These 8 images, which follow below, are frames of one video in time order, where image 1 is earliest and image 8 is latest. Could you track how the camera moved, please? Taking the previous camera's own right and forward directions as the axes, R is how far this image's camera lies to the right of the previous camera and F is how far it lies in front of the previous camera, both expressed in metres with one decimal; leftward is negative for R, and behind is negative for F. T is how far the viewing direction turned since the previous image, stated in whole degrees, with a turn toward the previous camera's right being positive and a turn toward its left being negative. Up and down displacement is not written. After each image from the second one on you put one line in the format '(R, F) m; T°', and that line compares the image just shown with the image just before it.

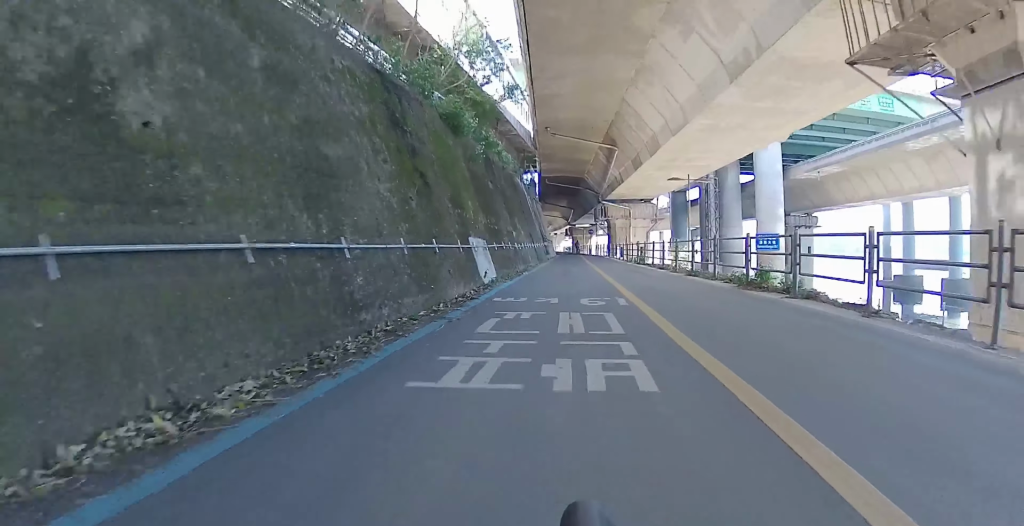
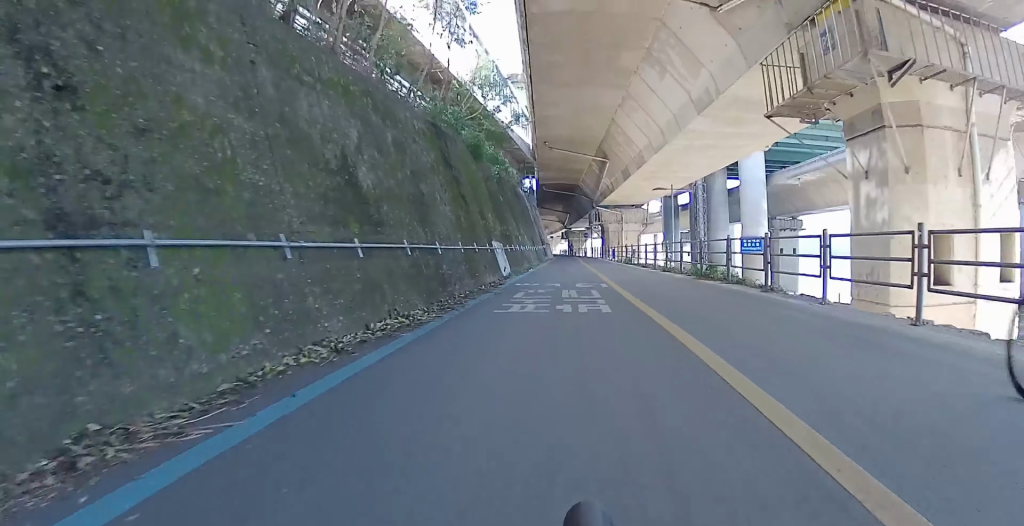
(0.0, +4.5) m; 0°
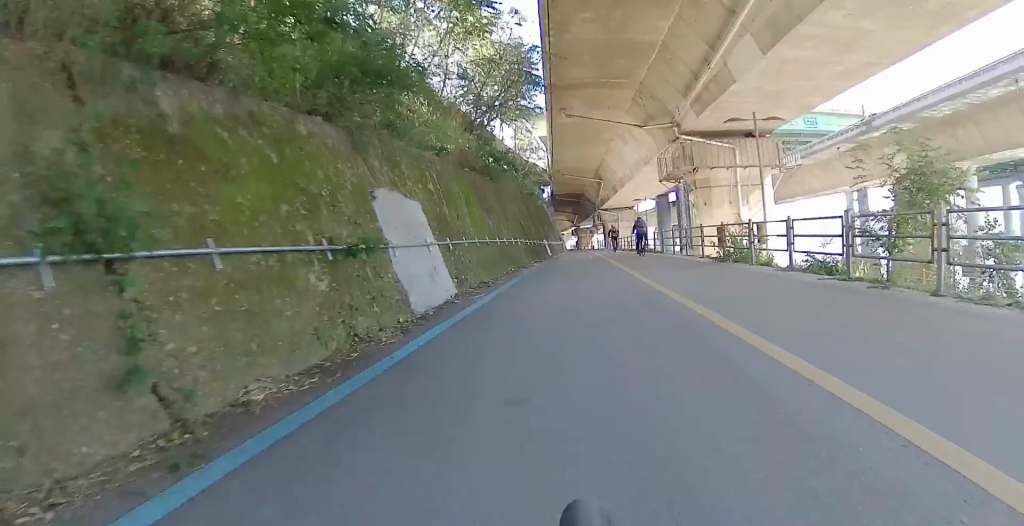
(-0.6, +18.8) m; -1°
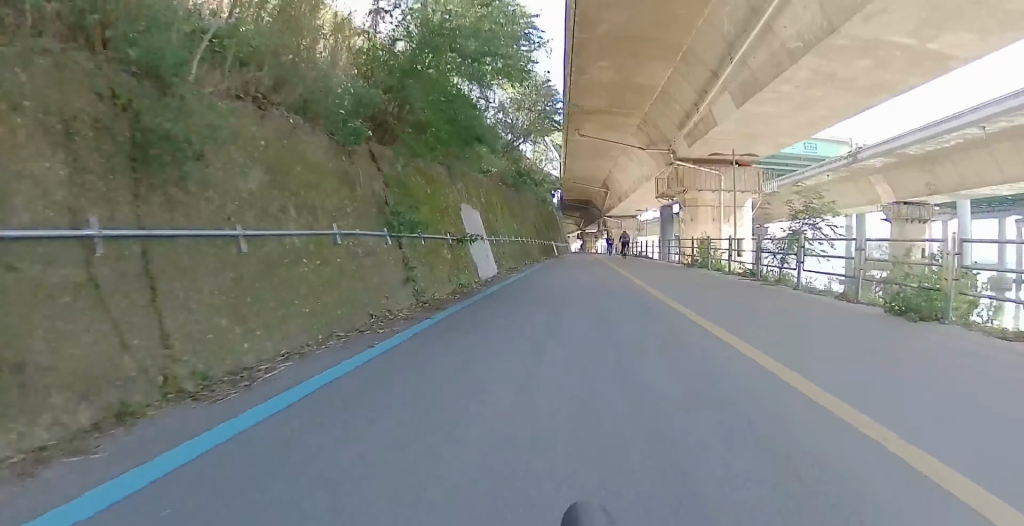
(+0.1, +4.8) m; 0°
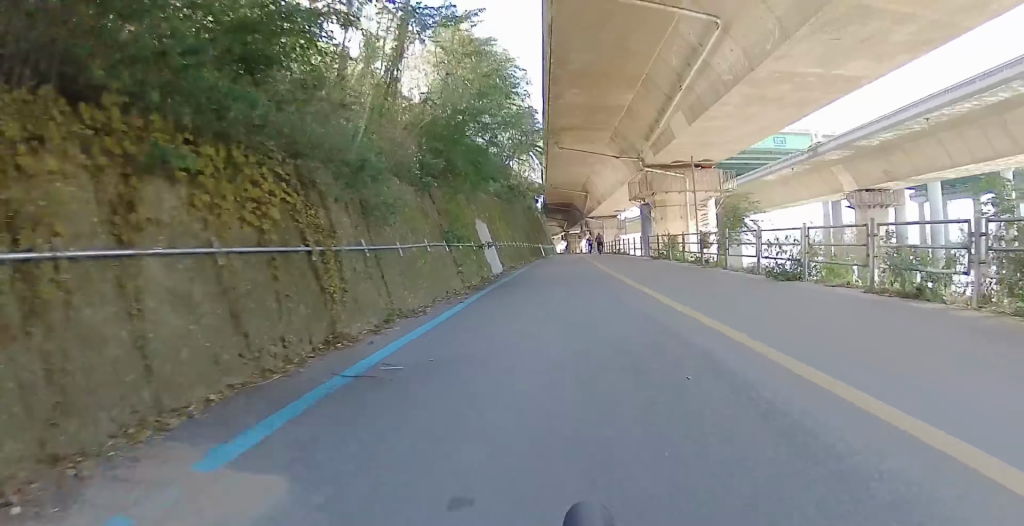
(+0.3, +4.2) m; -1°
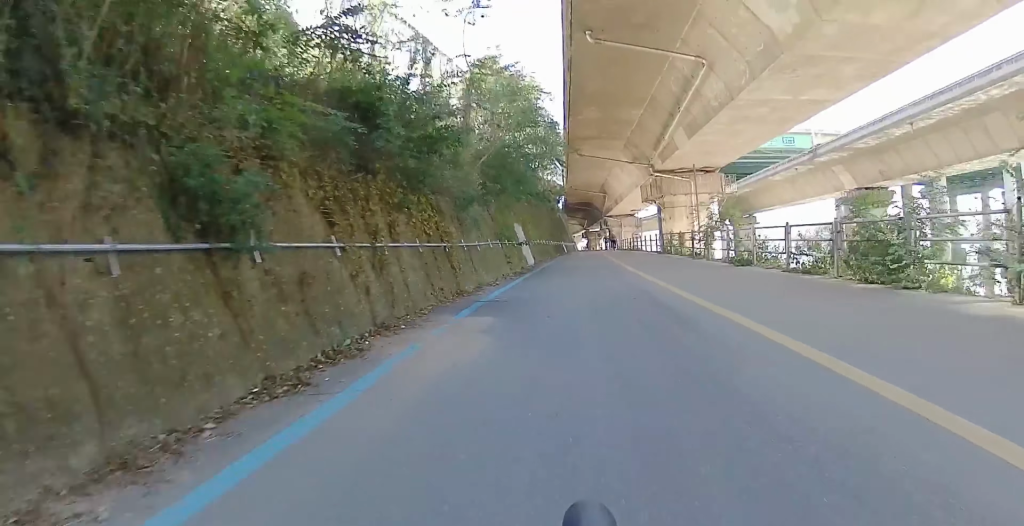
(-0.3, +4.6) m; -2°
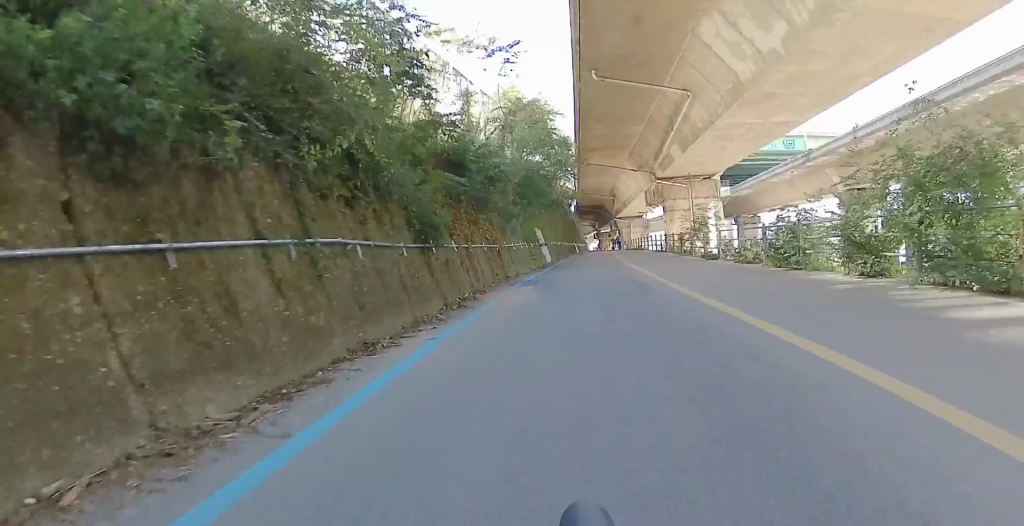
(-0.3, +4.9) m; -2°
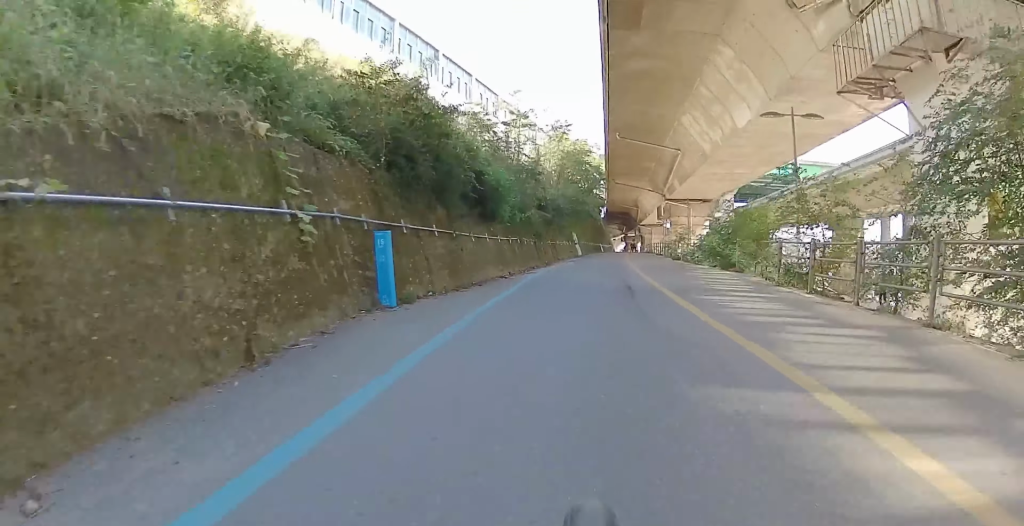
(+0.3, +14.2) m; +1°
